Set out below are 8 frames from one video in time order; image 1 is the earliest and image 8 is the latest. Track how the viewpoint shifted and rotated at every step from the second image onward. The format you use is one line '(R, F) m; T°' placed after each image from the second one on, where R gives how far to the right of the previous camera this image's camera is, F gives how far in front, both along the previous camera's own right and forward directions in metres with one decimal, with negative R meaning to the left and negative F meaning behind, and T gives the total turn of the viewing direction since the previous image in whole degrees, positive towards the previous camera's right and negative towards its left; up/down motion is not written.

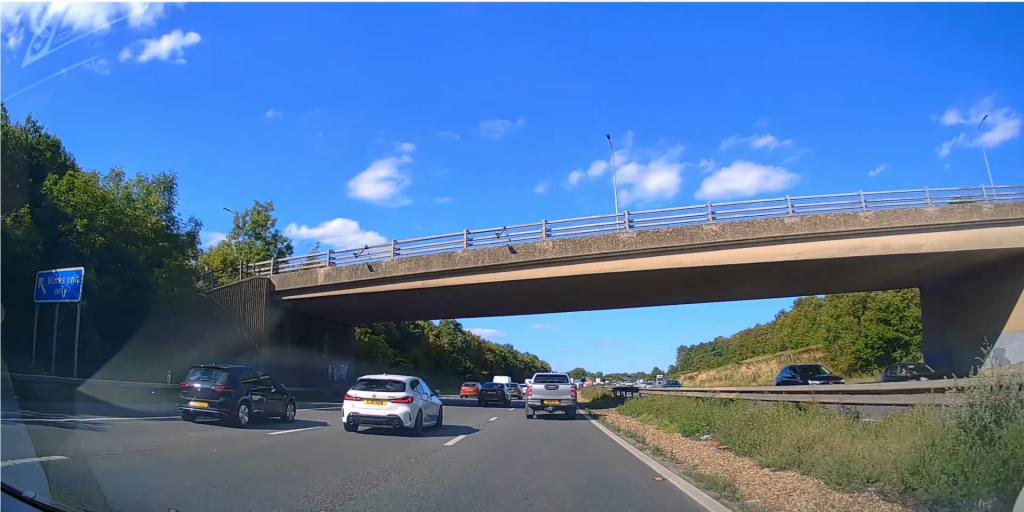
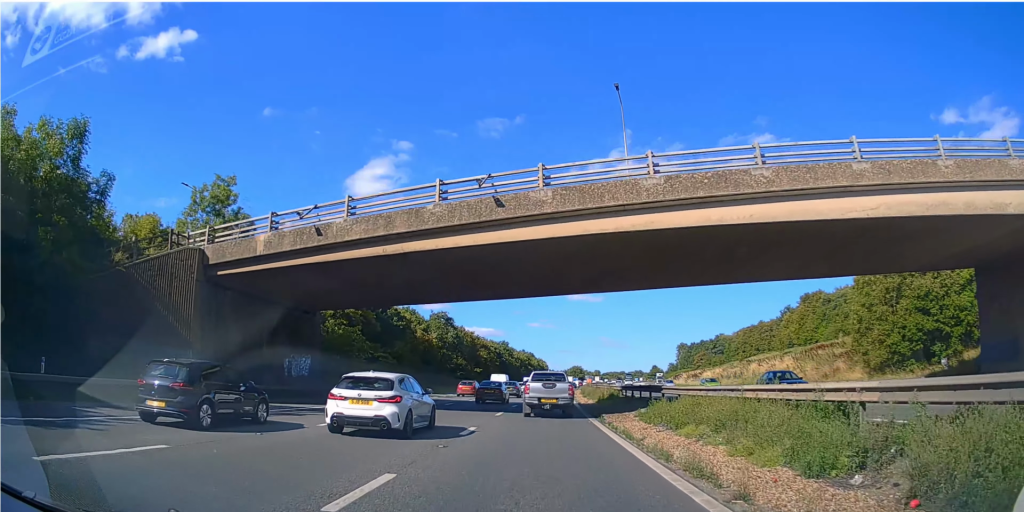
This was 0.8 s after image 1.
(0.0, +6.2) m; 0°
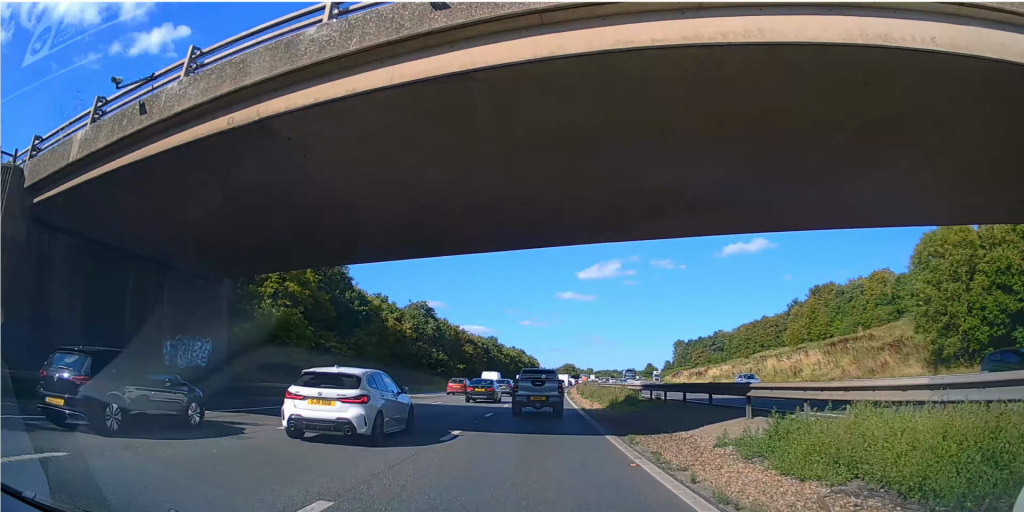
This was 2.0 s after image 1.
(0.0, +10.5) m; 0°
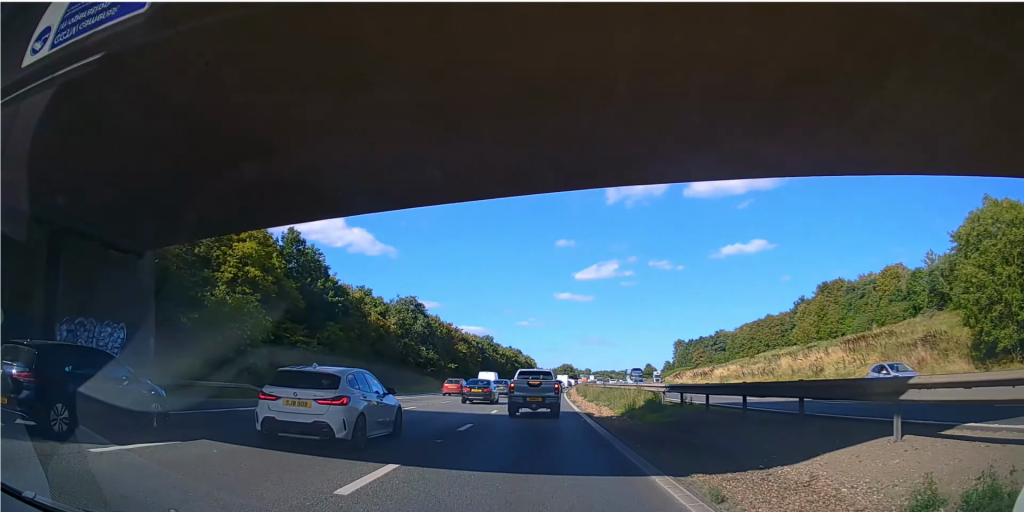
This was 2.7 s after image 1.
(0.0, +6.3) m; +1°
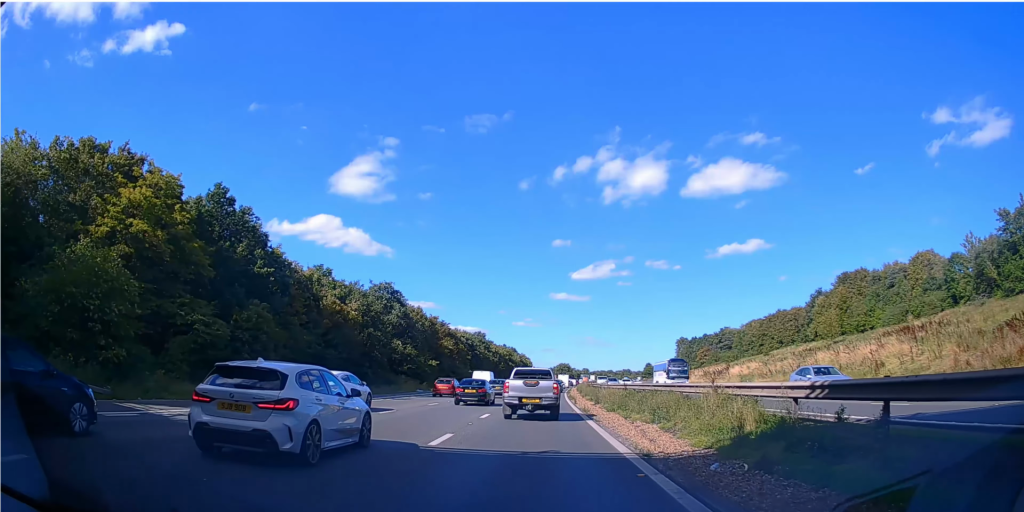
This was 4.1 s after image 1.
(+0.2, +12.3) m; +1°
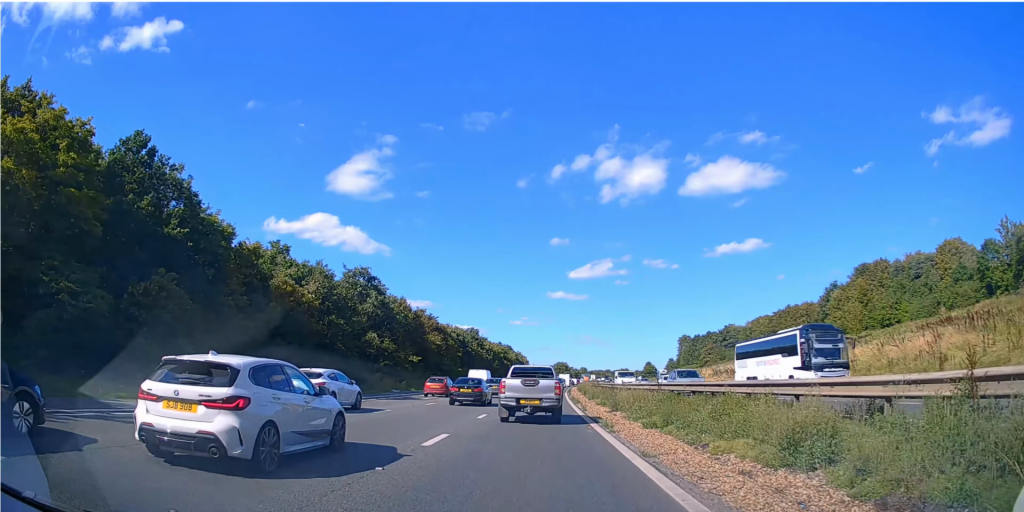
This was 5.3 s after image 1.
(0.0, +9.8) m; 0°
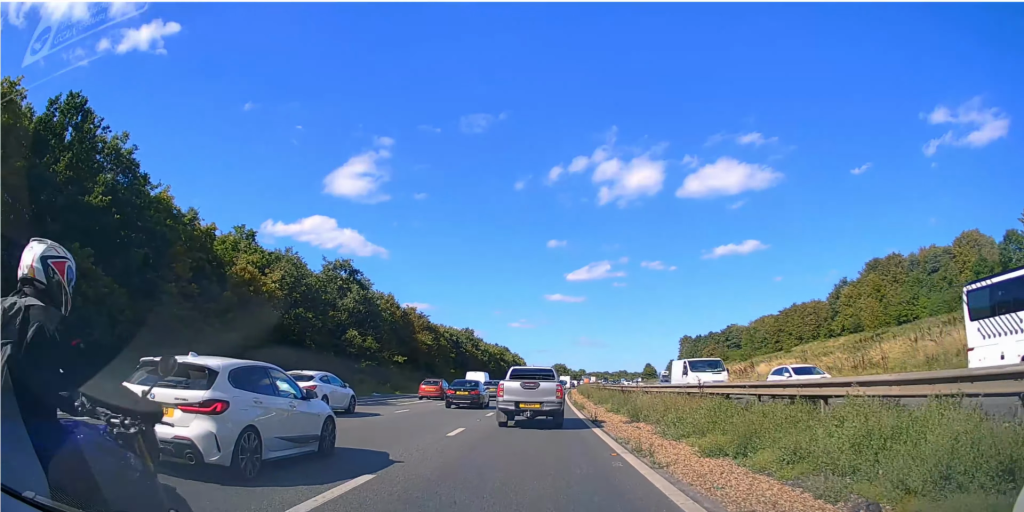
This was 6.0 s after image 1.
(0.0, +6.1) m; 0°
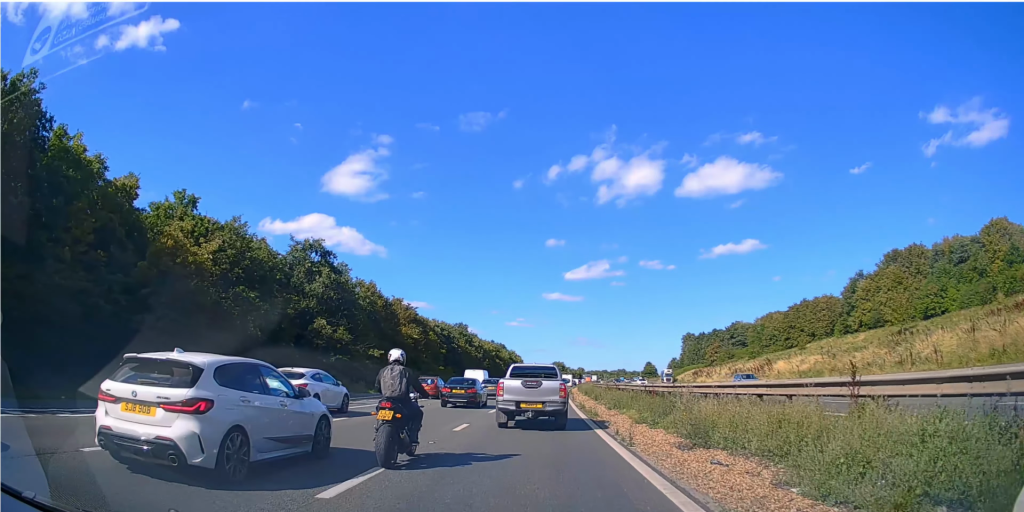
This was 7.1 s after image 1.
(0.0, +8.1) m; +1°
